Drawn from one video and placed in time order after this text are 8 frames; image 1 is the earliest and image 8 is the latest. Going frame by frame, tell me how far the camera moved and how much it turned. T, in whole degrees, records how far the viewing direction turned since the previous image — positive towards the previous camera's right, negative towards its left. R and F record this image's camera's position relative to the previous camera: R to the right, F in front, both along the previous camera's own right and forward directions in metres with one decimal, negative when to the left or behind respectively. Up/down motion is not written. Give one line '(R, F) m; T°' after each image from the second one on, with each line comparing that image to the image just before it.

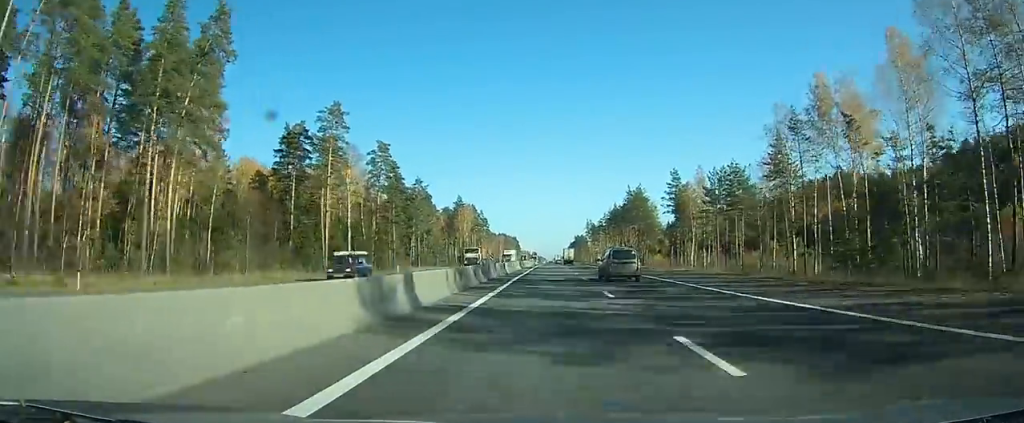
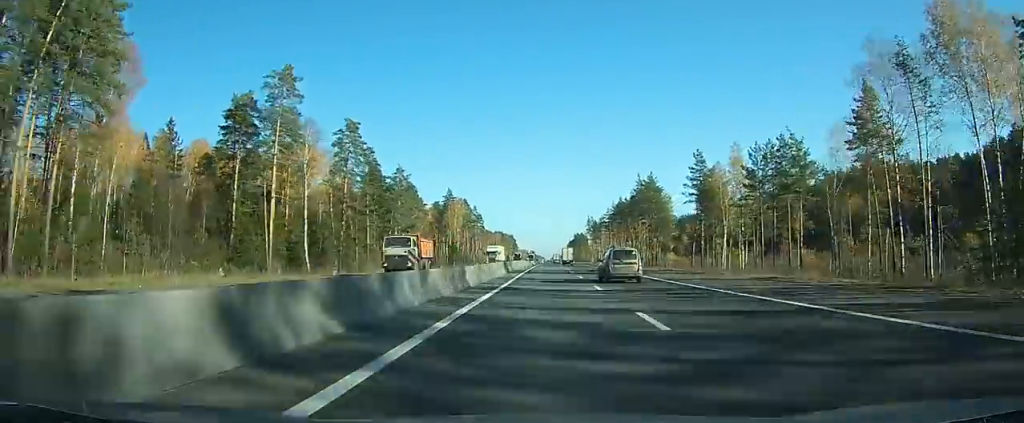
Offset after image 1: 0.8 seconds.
(0.0, +19.4) m; 0°
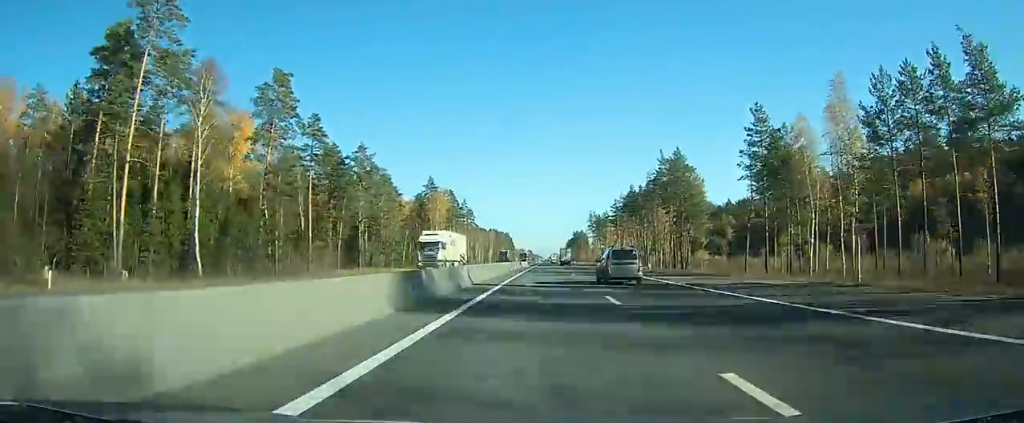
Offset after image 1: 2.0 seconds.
(0.0, +29.2) m; 0°
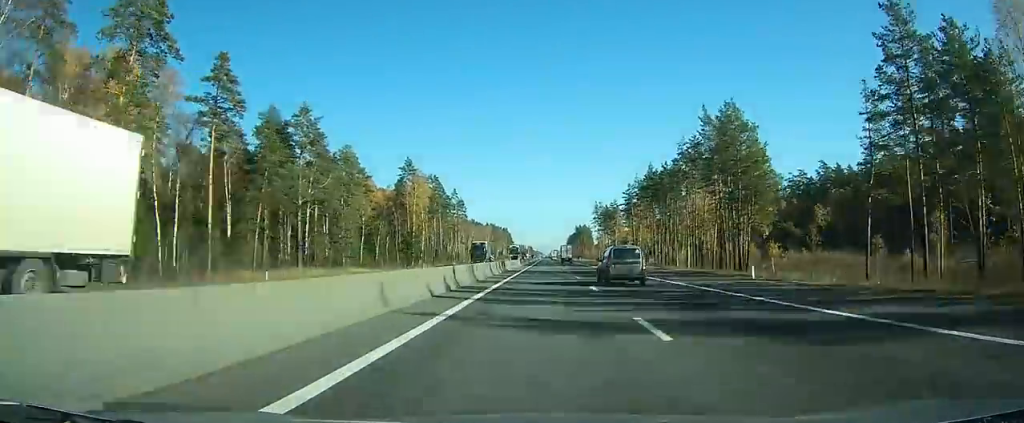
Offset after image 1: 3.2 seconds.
(0.0, +30.1) m; 0°
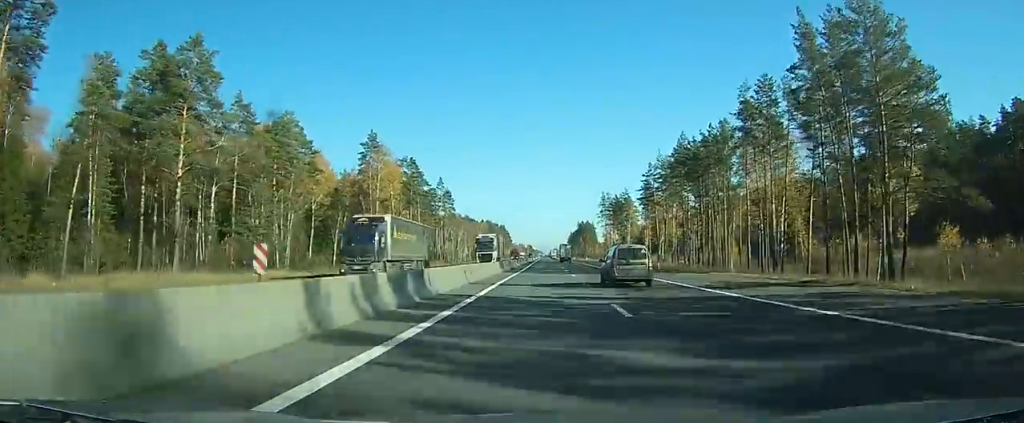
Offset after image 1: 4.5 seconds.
(+0.1, +33.6) m; 0°
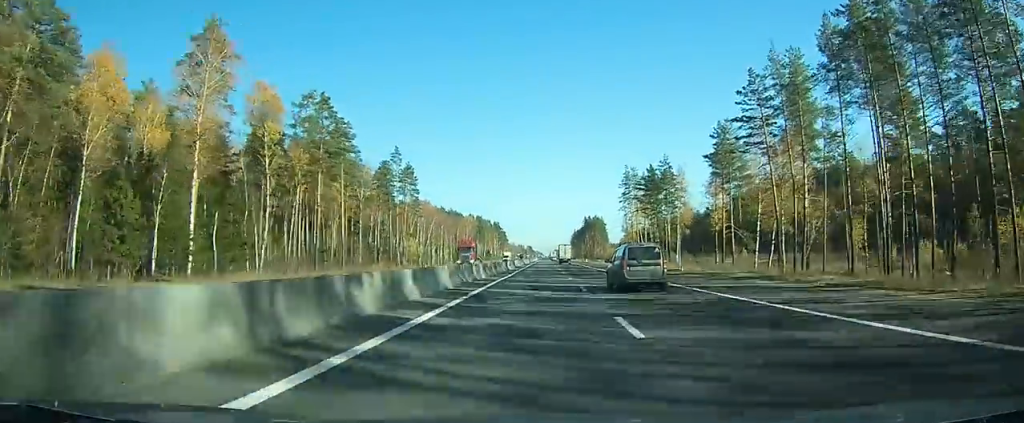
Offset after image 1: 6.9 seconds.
(0.0, +65.2) m; 0°
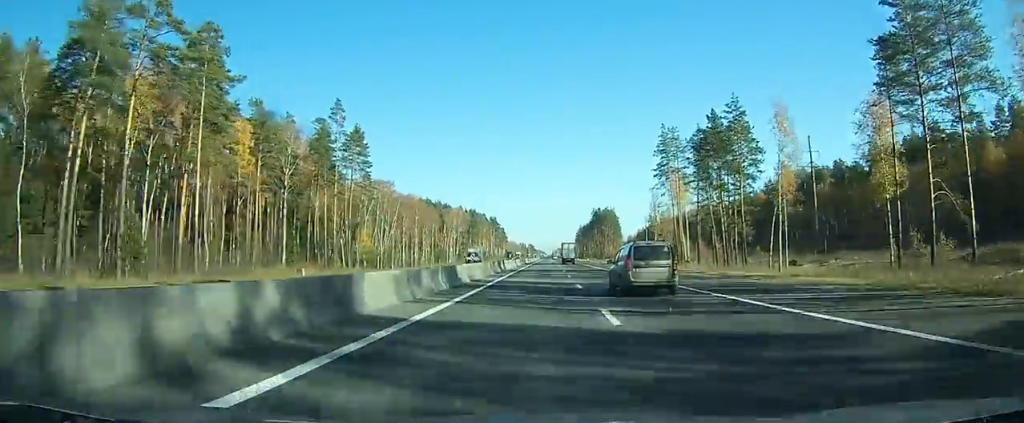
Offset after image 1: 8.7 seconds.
(+0.1, +46.0) m; 0°
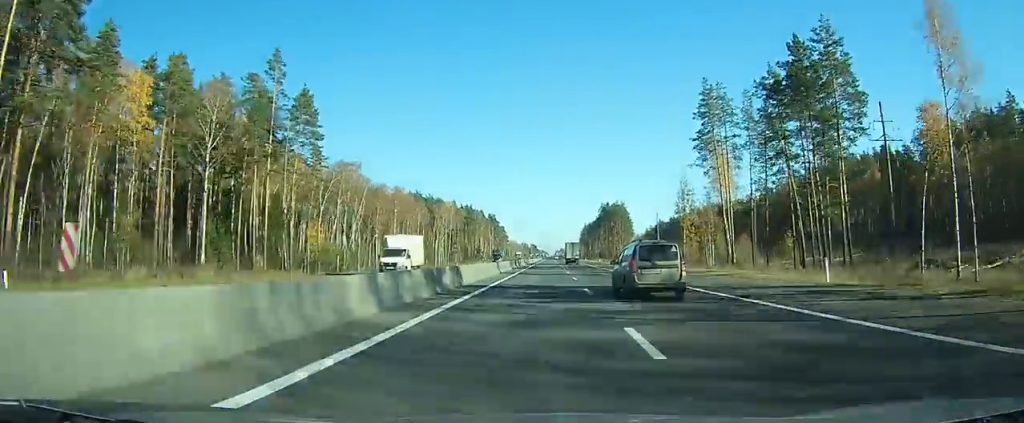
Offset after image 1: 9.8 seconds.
(-0.1, +26.3) m; 0°
